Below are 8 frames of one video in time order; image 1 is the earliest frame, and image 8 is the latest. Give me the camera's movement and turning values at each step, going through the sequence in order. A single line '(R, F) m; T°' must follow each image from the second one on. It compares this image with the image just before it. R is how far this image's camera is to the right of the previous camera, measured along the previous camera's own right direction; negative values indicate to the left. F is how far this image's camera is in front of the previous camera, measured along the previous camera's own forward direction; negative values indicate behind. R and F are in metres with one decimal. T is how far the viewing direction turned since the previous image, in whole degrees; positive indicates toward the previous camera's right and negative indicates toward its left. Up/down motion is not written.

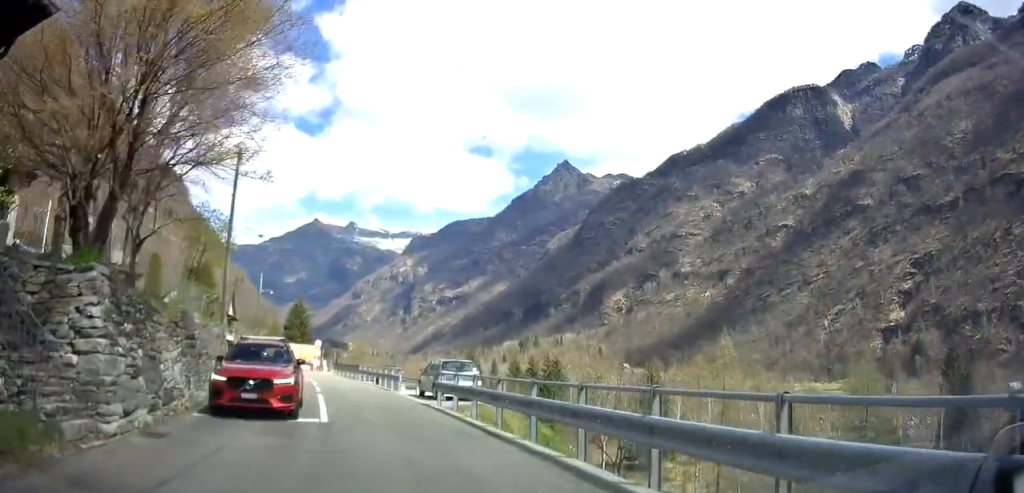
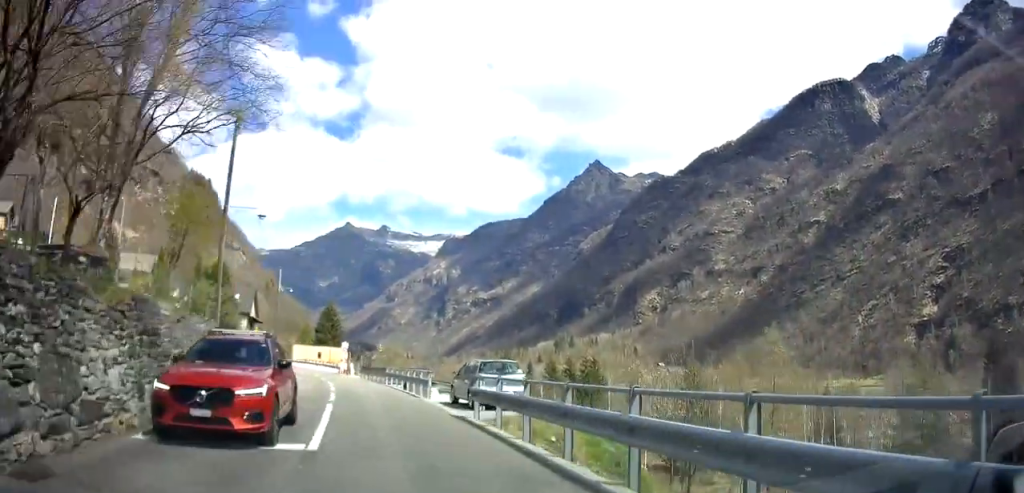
(-0.3, +4.1) m; -2°
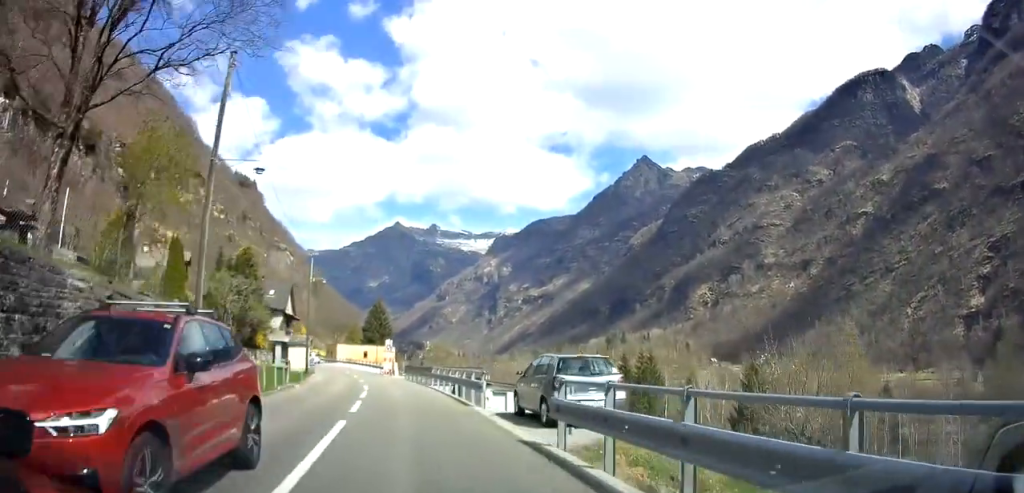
(-0.2, +4.9) m; -3°
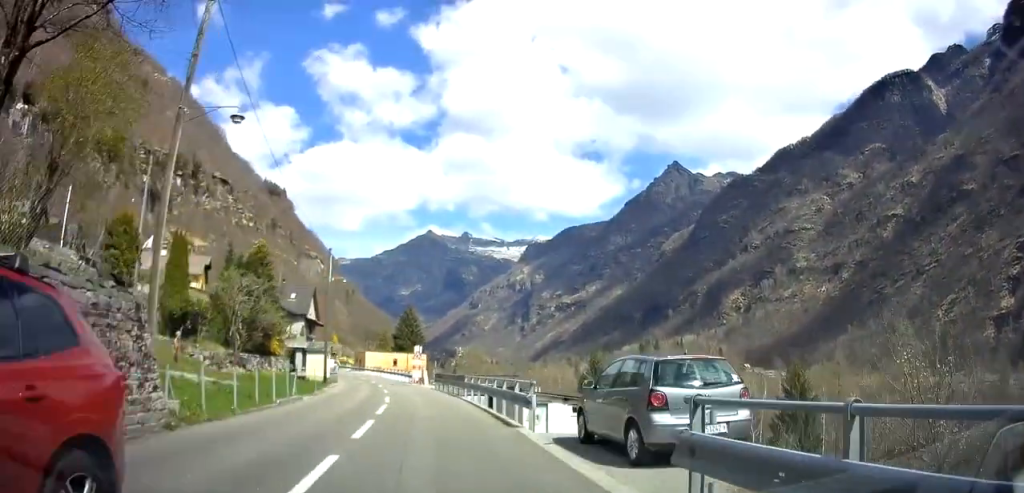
(0.0, +4.1) m; -3°
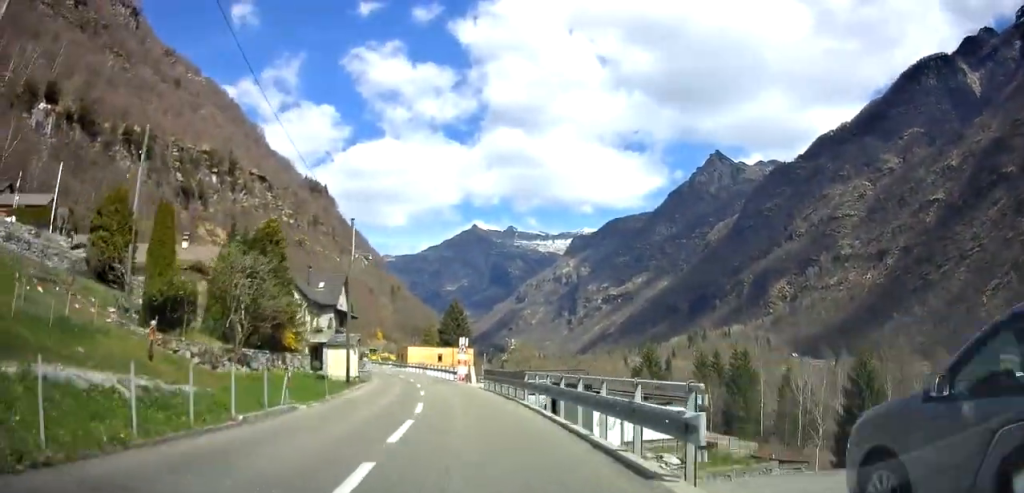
(-0.2, +6.5) m; -4°
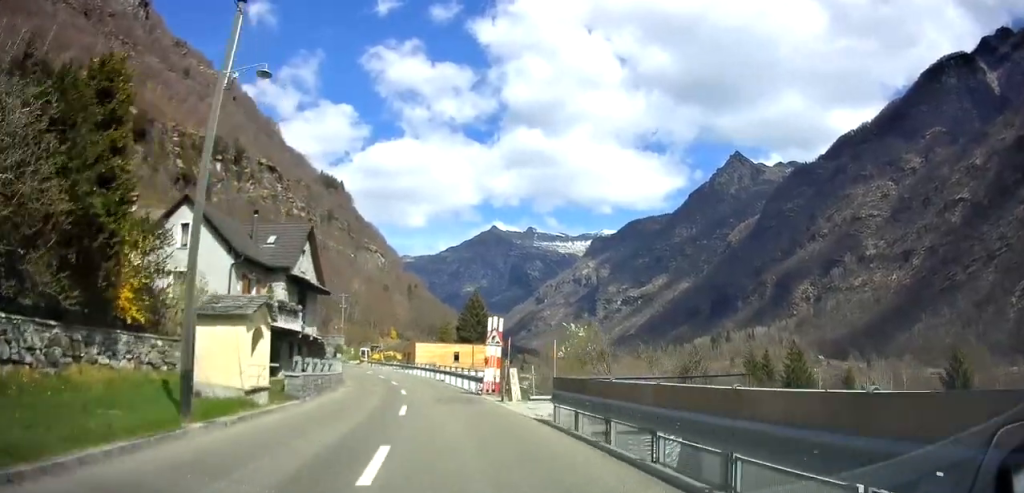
(-1.1, +18.6) m; -3°
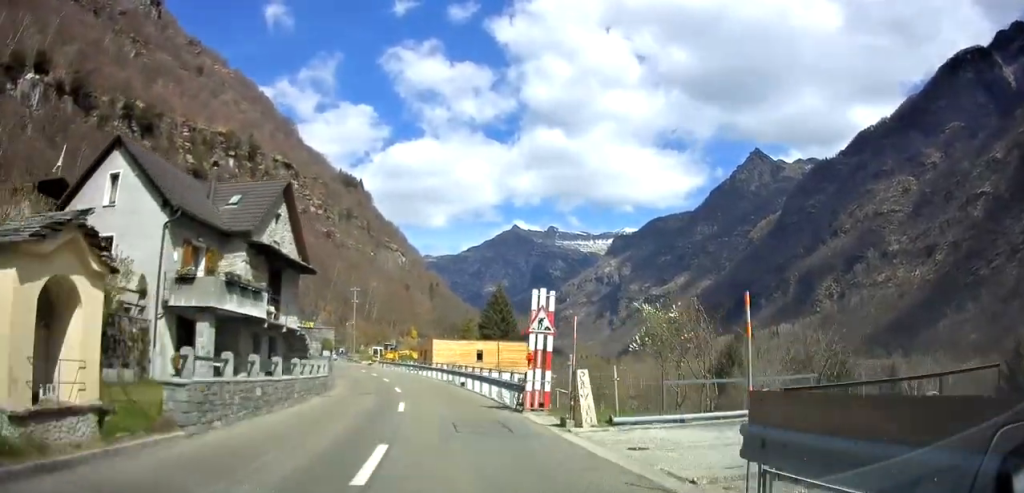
(-0.1, +8.5) m; -2°
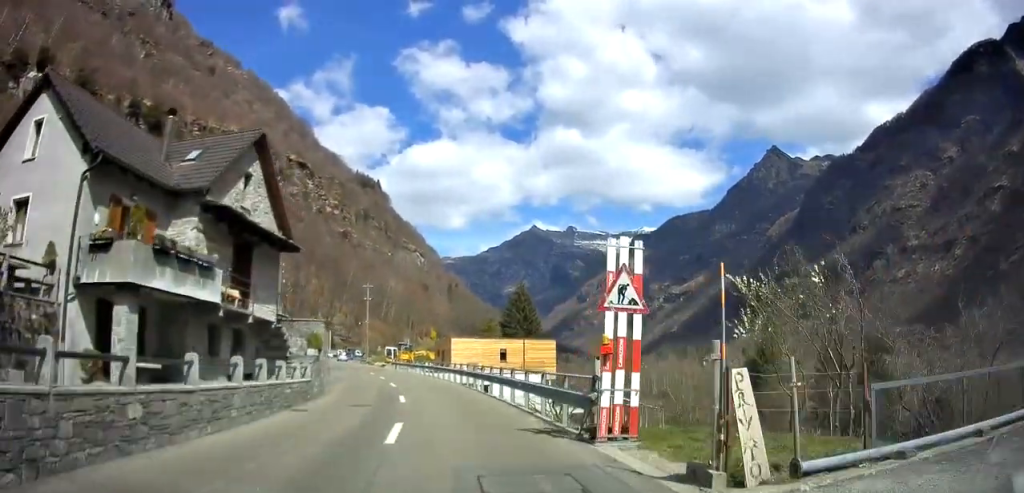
(-0.1, +5.9) m; -2°
